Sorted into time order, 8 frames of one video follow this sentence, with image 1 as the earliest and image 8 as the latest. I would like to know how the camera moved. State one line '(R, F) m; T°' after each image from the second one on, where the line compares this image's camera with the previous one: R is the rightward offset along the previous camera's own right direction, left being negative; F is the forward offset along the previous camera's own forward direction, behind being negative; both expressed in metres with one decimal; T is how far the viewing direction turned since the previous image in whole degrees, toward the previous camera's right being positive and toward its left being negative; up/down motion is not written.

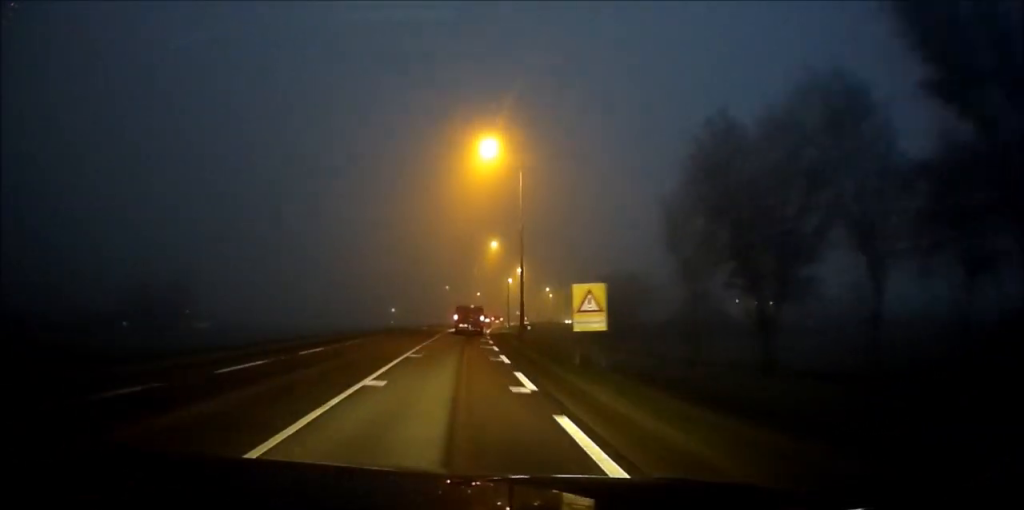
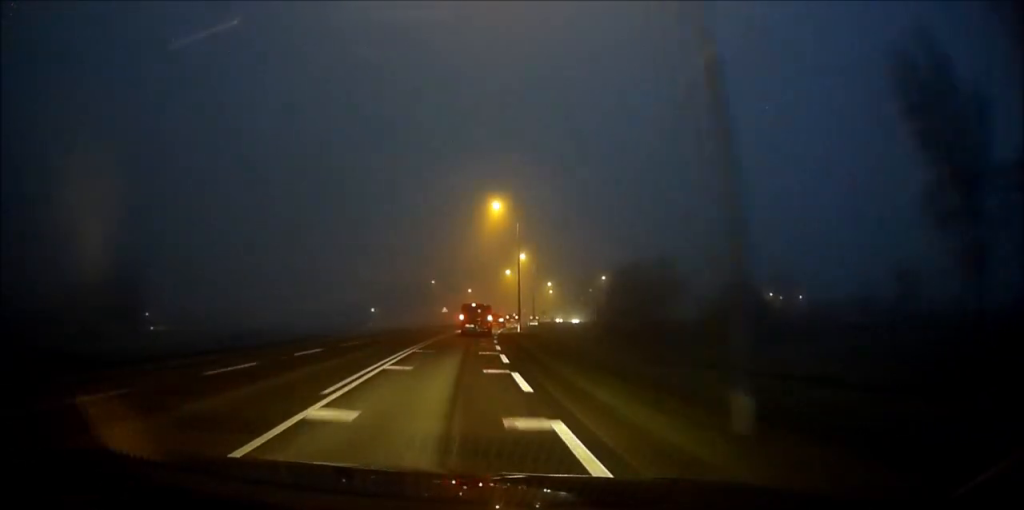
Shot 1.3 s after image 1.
(0.0, +23.1) m; 0°
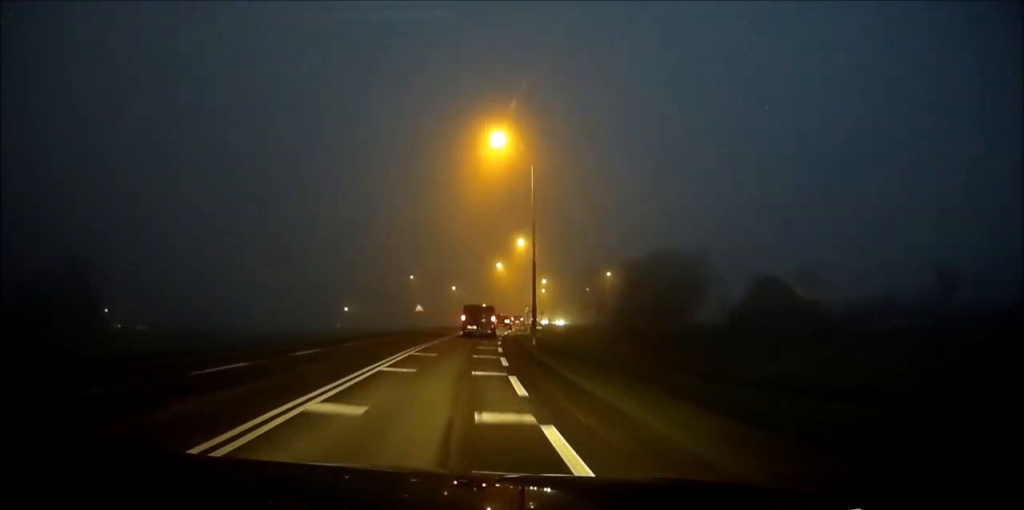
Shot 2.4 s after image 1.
(0.0, +17.3) m; 0°
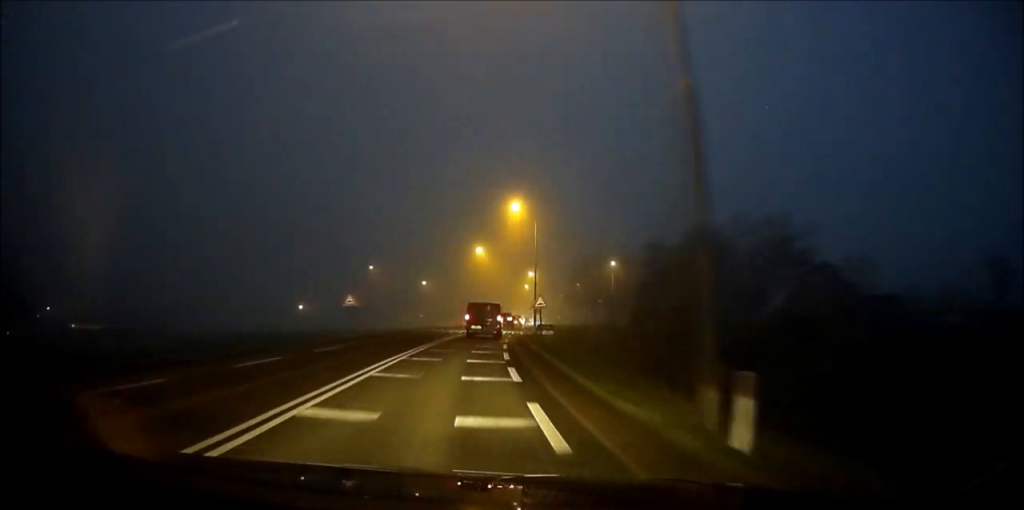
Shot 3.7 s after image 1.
(0.0, +21.7) m; 0°
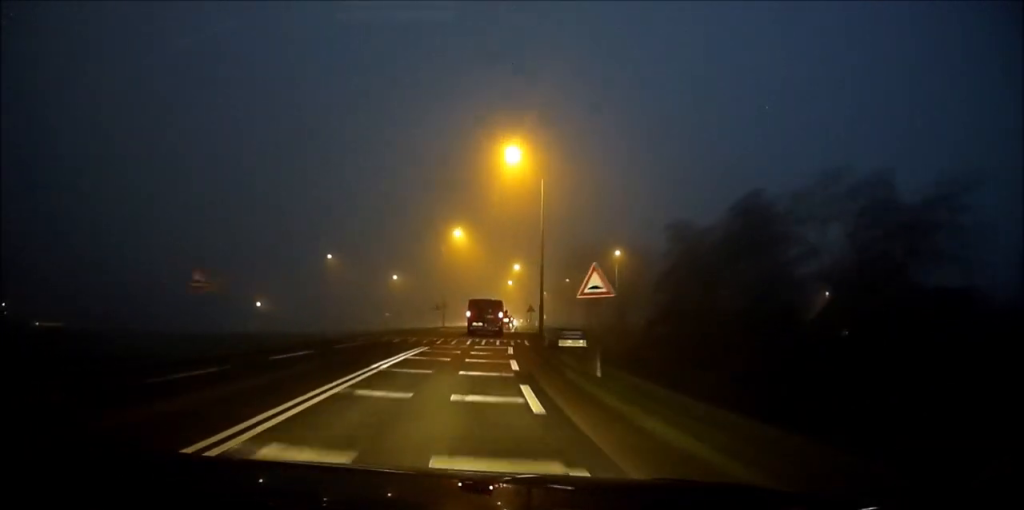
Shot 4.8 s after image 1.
(0.0, +16.8) m; 0°
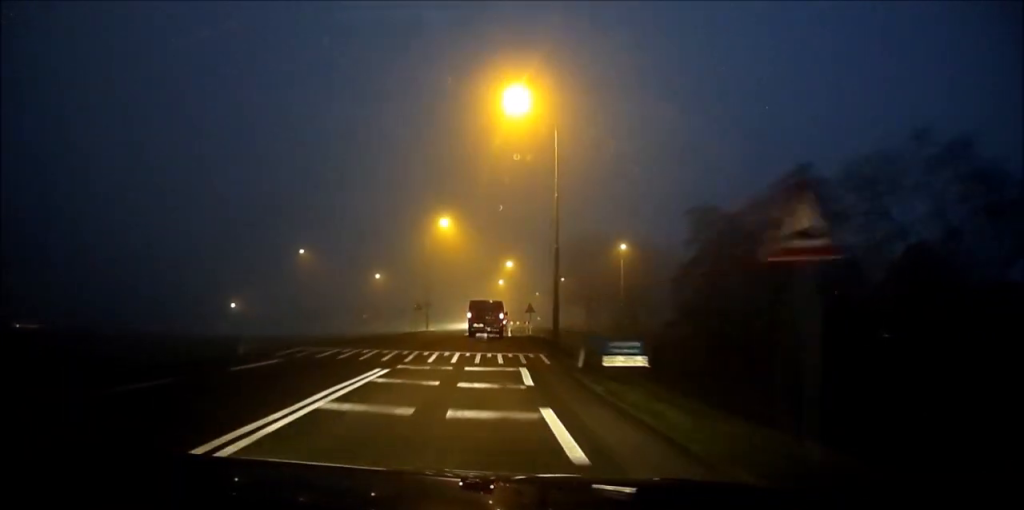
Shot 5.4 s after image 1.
(0.0, +9.8) m; 0°
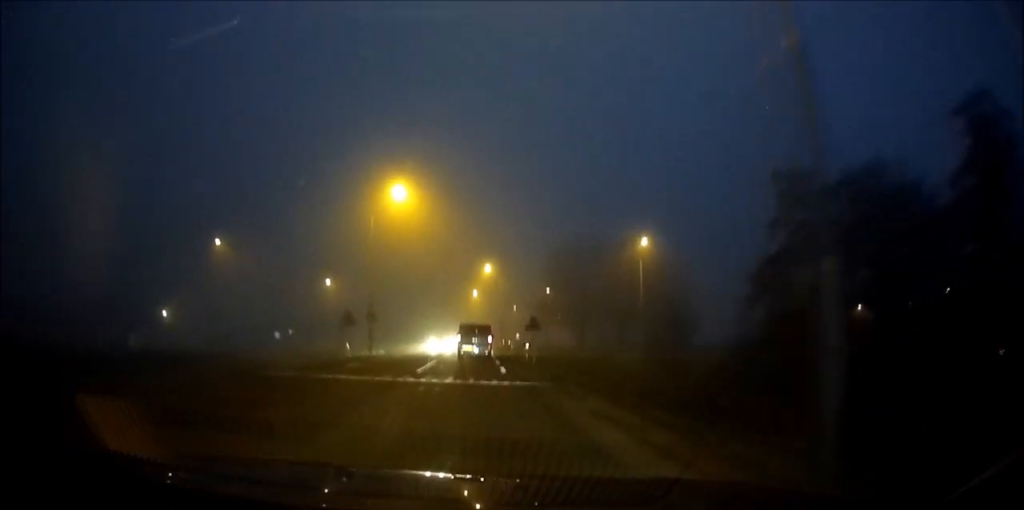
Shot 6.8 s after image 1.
(0.0, +21.7) m; +1°
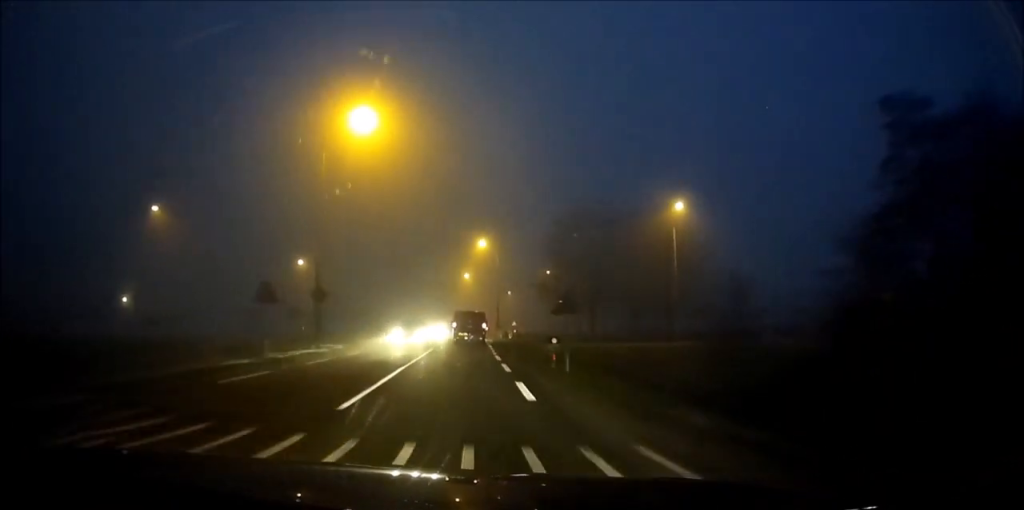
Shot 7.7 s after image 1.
(0.0, +12.8) m; +4°
